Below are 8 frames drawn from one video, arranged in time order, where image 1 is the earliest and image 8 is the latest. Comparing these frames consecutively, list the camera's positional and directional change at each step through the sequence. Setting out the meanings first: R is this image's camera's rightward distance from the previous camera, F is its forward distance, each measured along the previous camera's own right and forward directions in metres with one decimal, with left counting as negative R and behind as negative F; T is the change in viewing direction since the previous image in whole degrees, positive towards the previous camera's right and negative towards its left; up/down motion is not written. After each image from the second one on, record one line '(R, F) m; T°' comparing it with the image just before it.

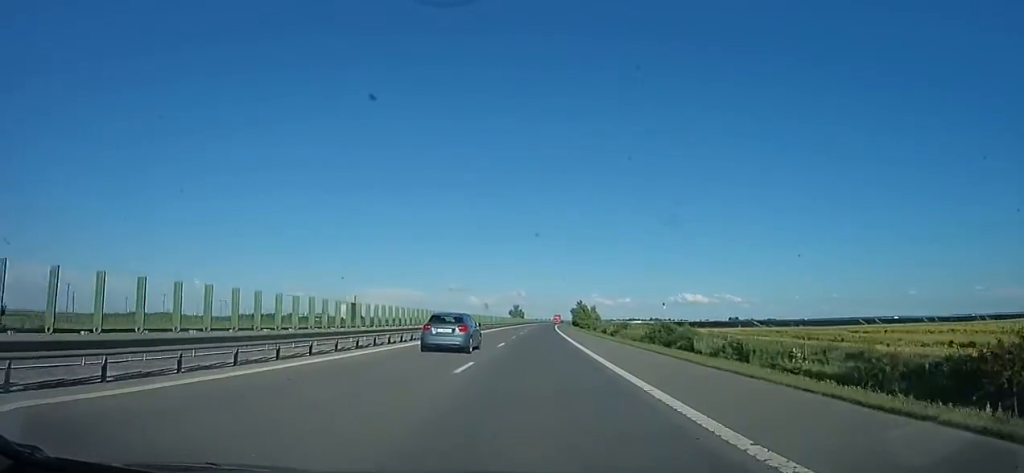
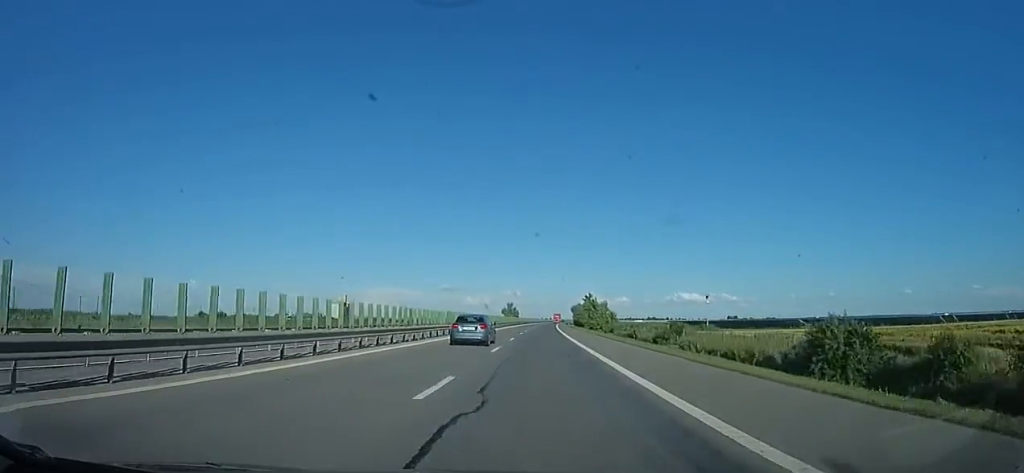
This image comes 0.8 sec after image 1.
(+0.2, +28.0) m; 0°
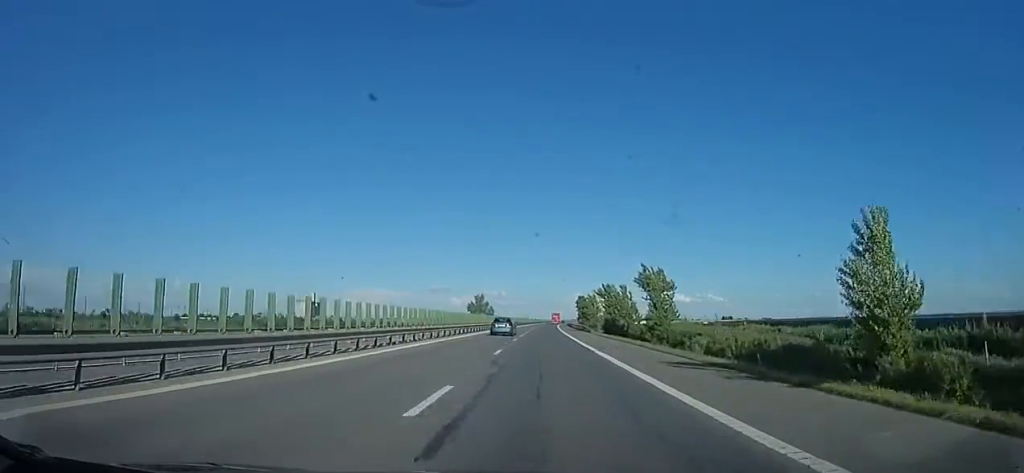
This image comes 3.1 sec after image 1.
(+0.3, +85.2) m; +1°
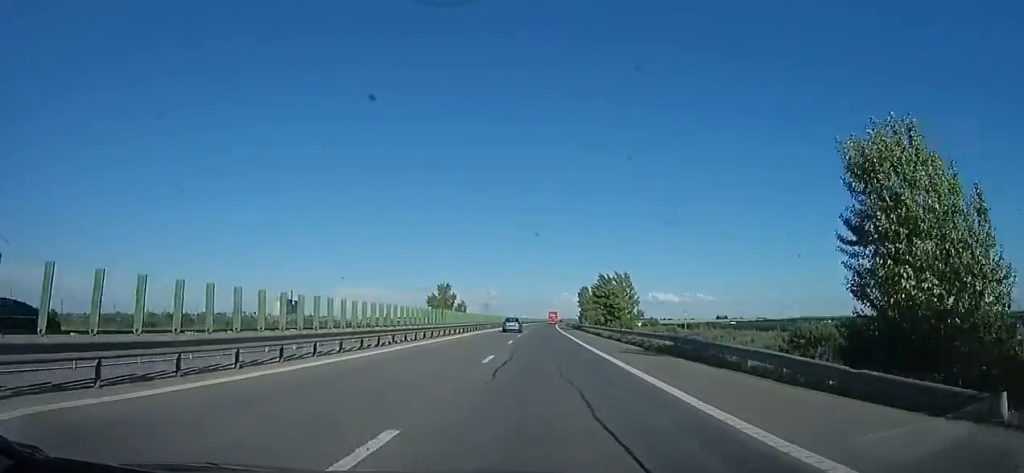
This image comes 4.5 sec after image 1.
(+0.9, +51.4) m; +2°
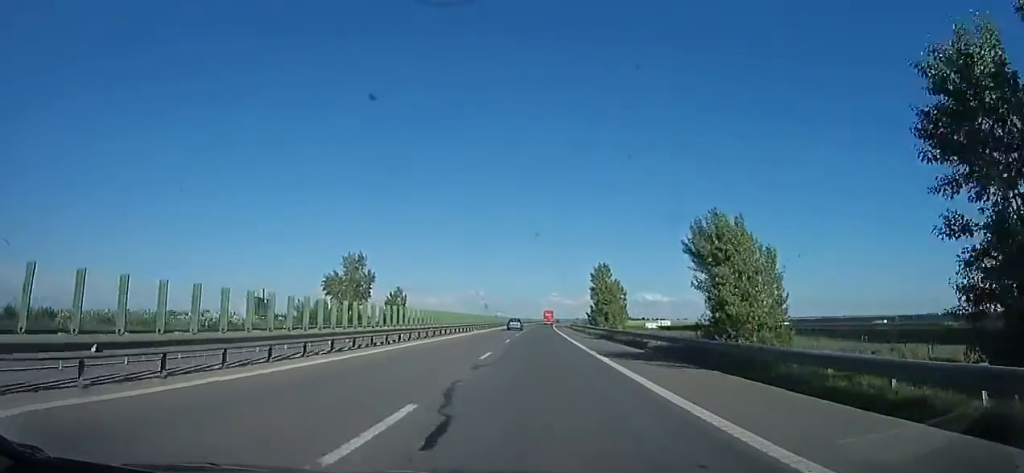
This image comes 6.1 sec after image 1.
(0.0, +58.2) m; 0°
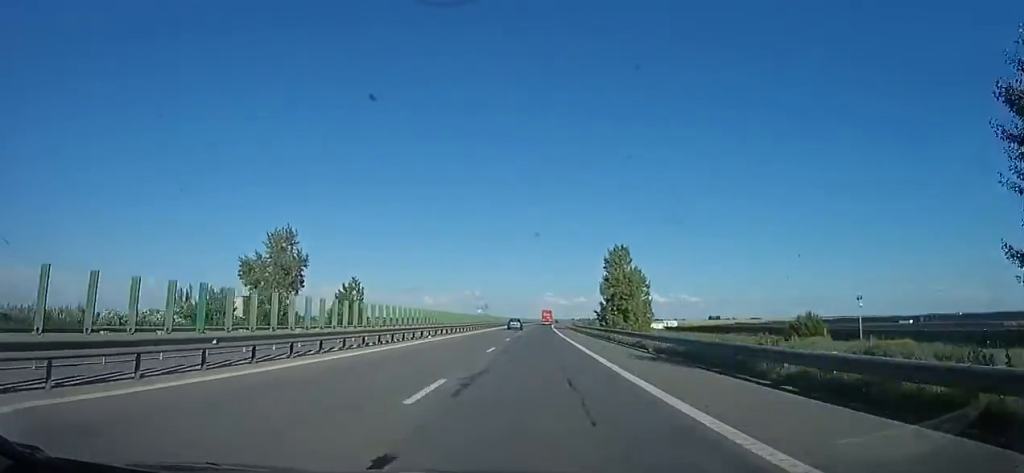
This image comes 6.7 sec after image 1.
(0.0, +20.6) m; 0°
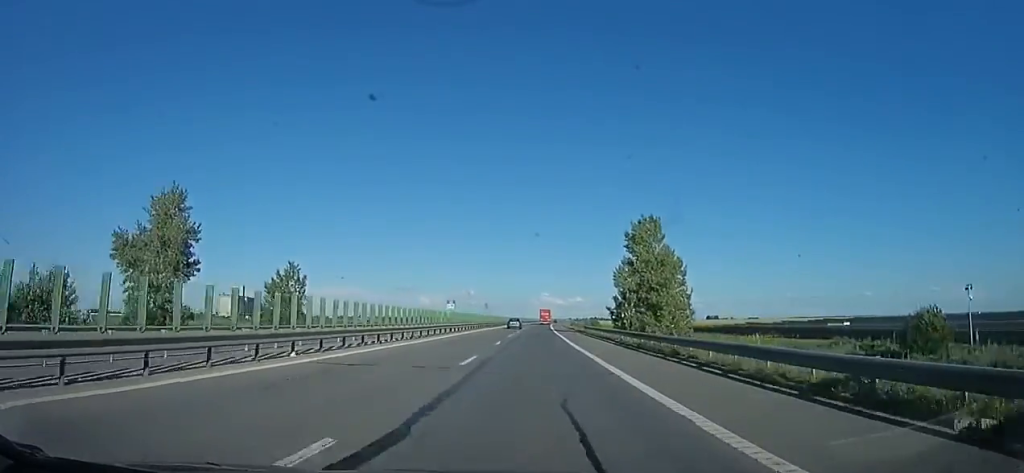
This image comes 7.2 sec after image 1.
(0.0, +17.6) m; 0°
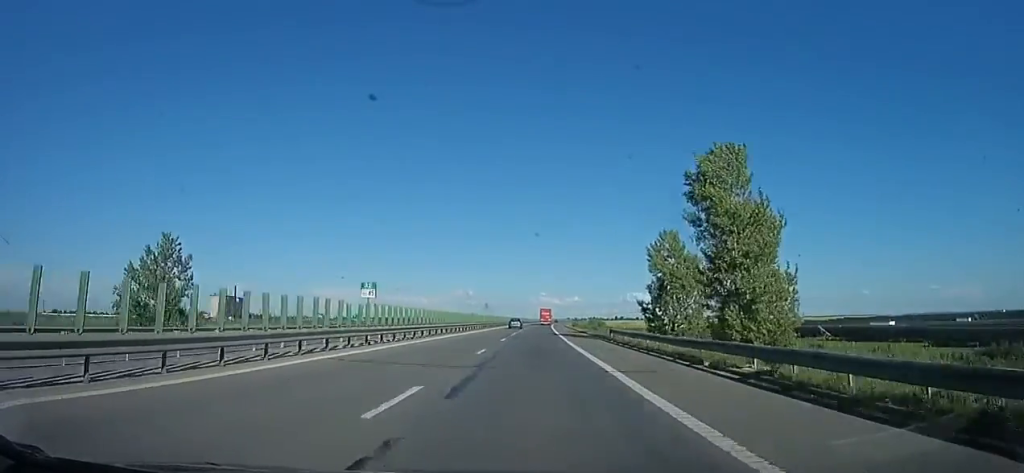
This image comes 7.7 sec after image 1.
(0.0, +19.4) m; +1°
